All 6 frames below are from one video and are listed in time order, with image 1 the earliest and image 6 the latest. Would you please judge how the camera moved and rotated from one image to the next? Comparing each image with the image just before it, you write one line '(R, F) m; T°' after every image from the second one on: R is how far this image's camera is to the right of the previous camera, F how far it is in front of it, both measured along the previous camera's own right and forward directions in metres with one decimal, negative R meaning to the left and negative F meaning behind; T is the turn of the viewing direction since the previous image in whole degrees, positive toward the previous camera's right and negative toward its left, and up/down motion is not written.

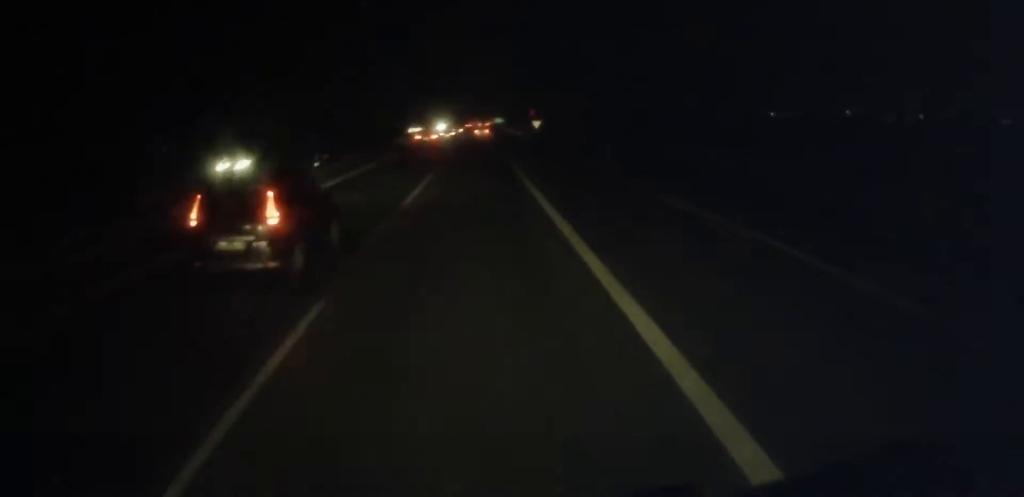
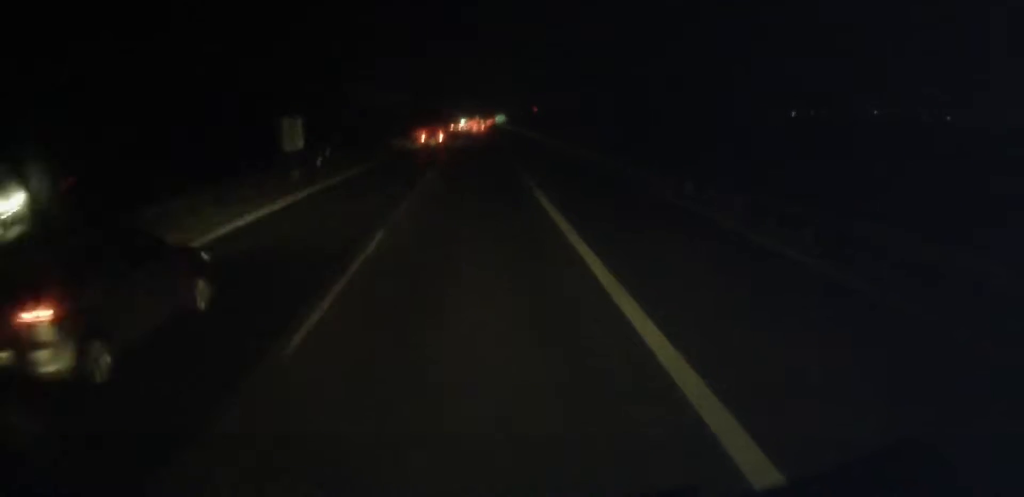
(+0.8, +99.9) m; 0°
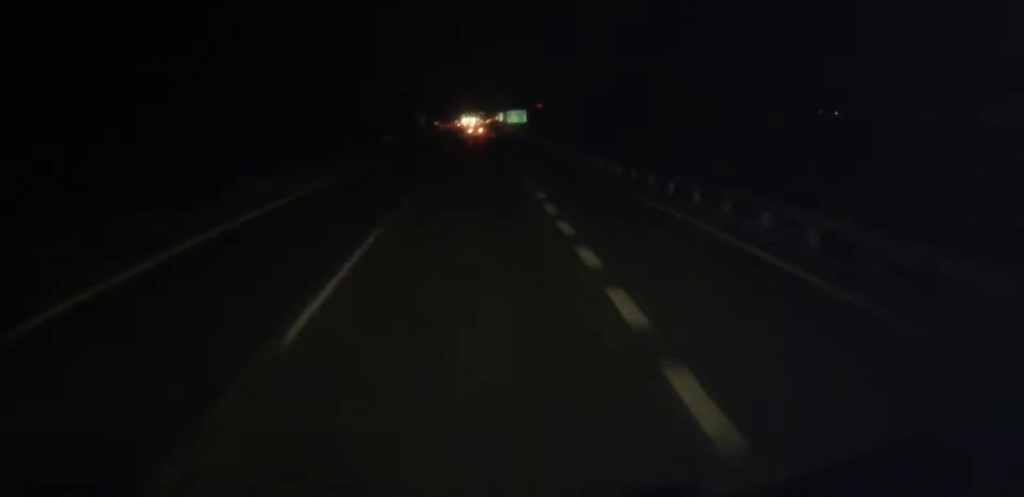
(+0.1, +174.5) m; 0°
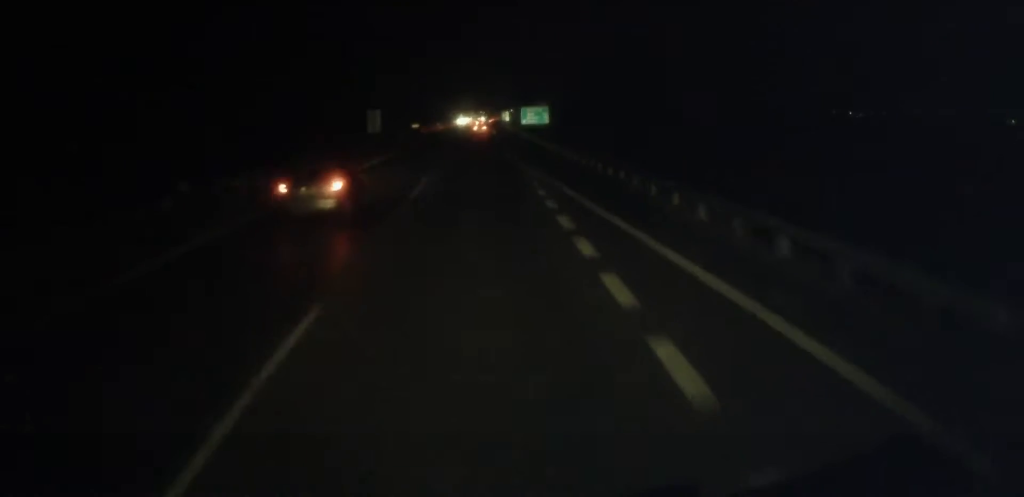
(+0.2, +40.5) m; 0°
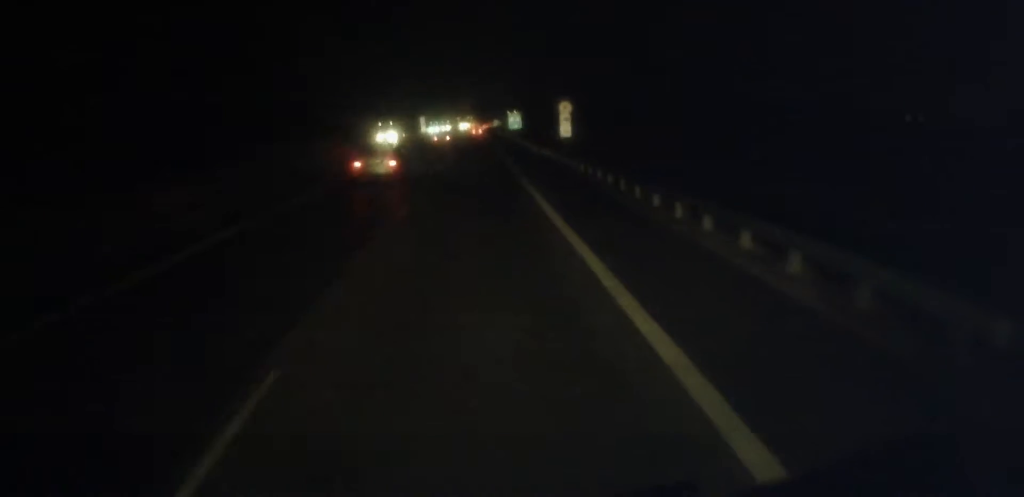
(+1.0, +124.6) m; +1°
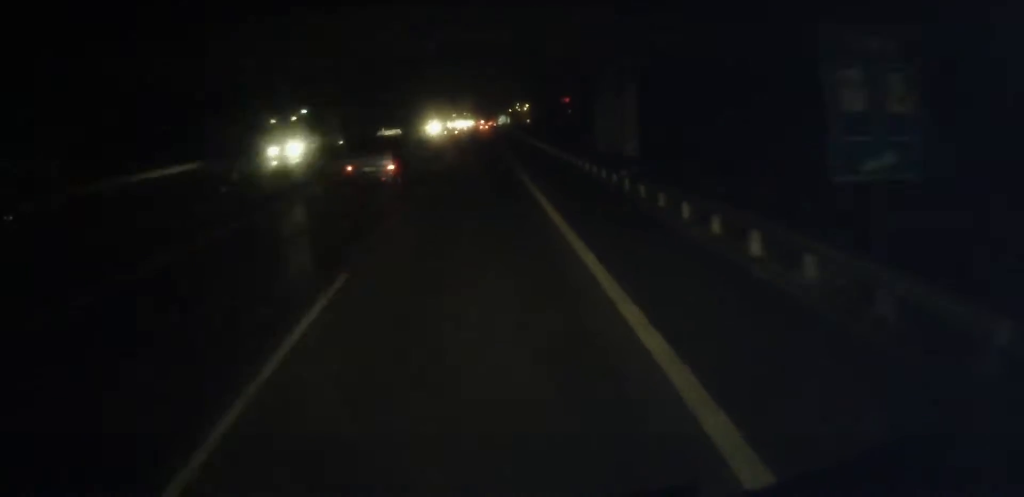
(+0.5, +118.5) m; +1°
